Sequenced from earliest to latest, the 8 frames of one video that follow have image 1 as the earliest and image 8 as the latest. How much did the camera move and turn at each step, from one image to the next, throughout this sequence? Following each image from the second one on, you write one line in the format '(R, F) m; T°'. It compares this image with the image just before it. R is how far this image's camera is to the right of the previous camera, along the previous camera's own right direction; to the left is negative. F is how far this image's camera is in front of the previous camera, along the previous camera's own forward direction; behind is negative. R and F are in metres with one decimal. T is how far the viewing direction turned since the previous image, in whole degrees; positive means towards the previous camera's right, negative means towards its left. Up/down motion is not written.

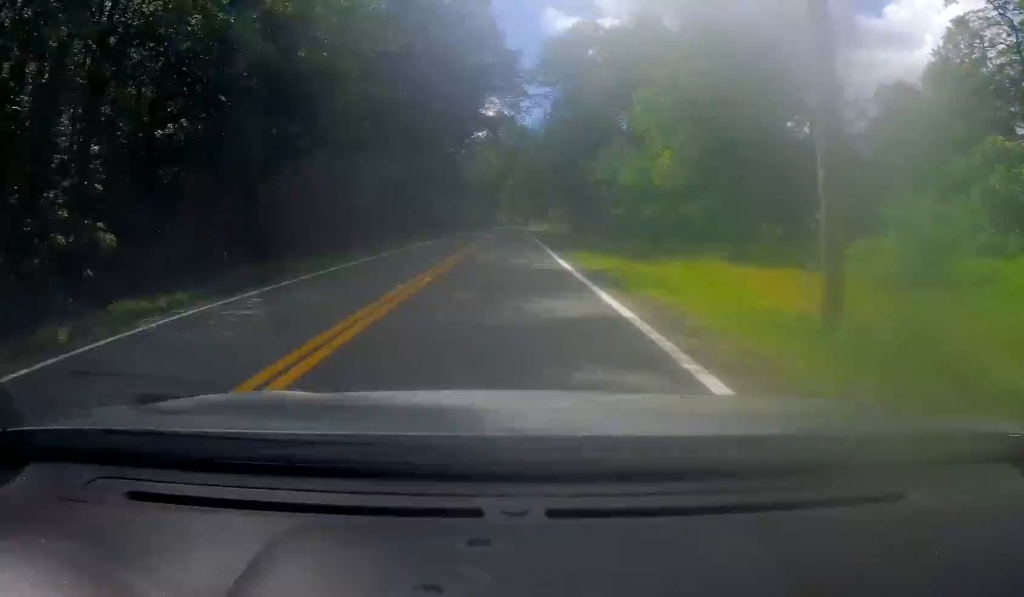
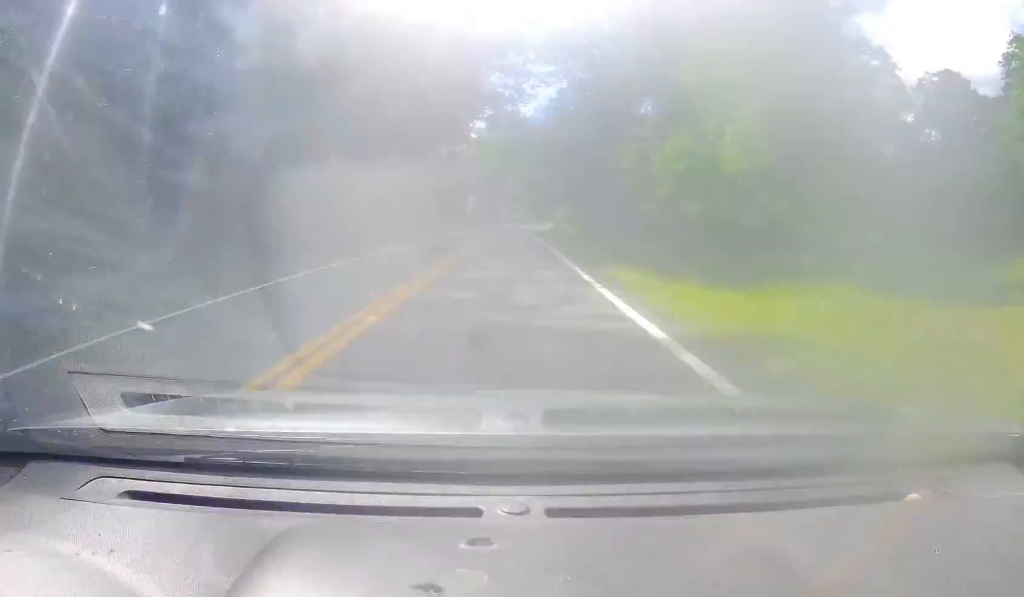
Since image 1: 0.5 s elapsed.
(+0.2, +10.4) m; -1°
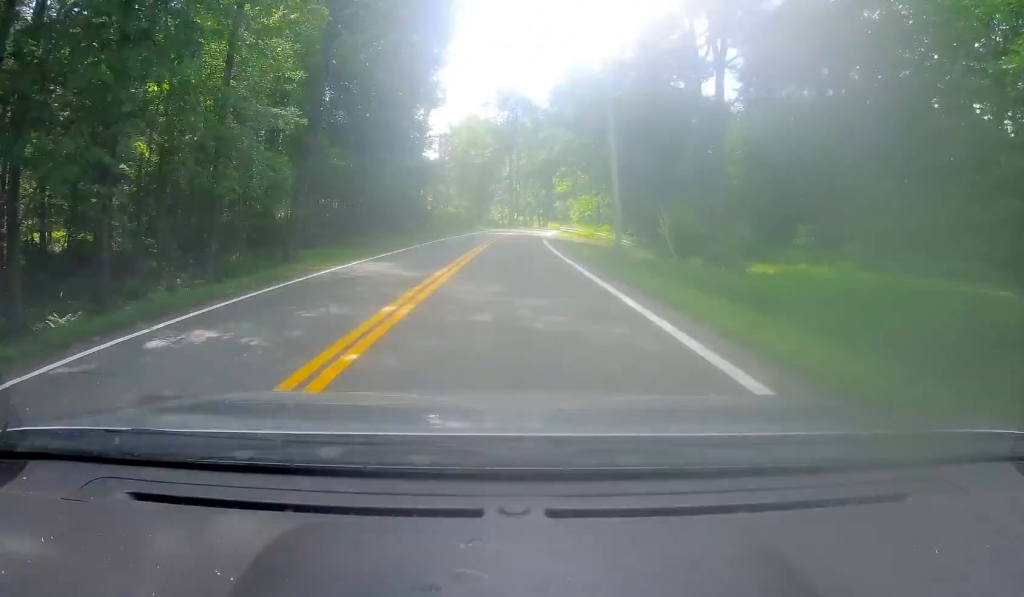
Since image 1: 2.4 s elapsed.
(0.0, +35.7) m; +2°
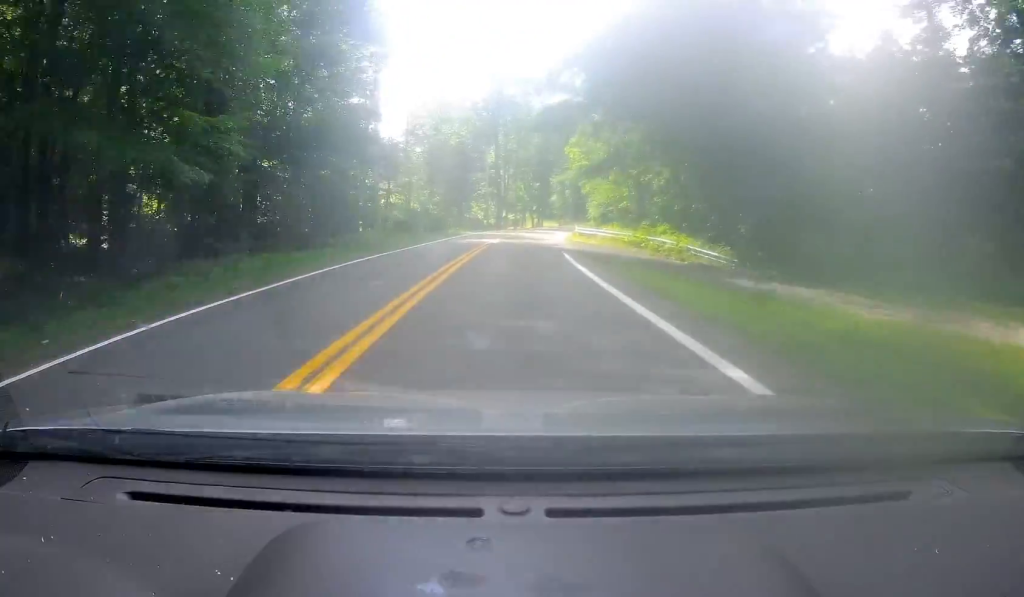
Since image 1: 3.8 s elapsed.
(+0.2, +25.8) m; -2°
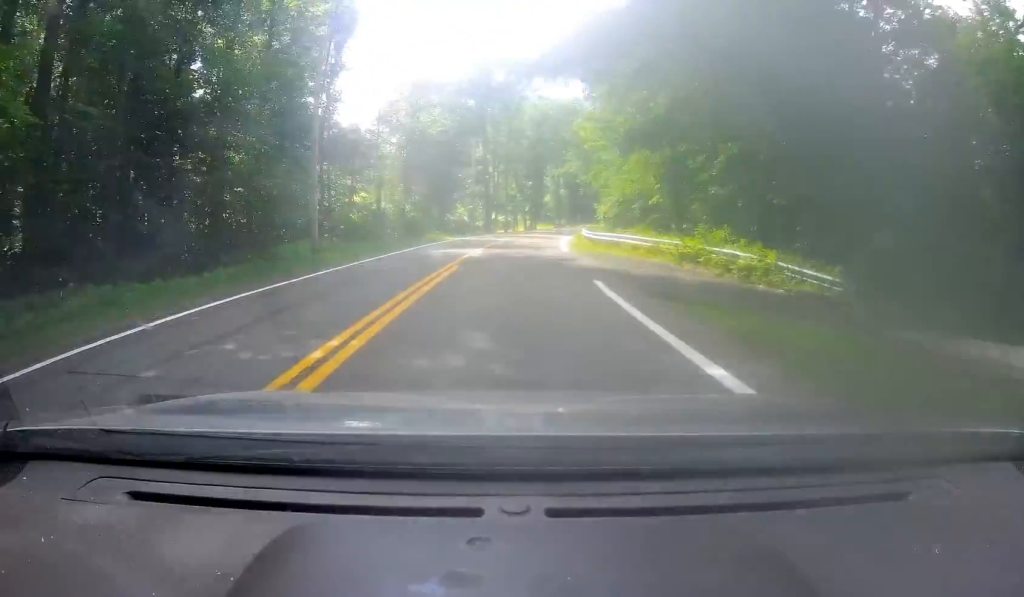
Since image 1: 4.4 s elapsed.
(-0.5, +11.4) m; 0°
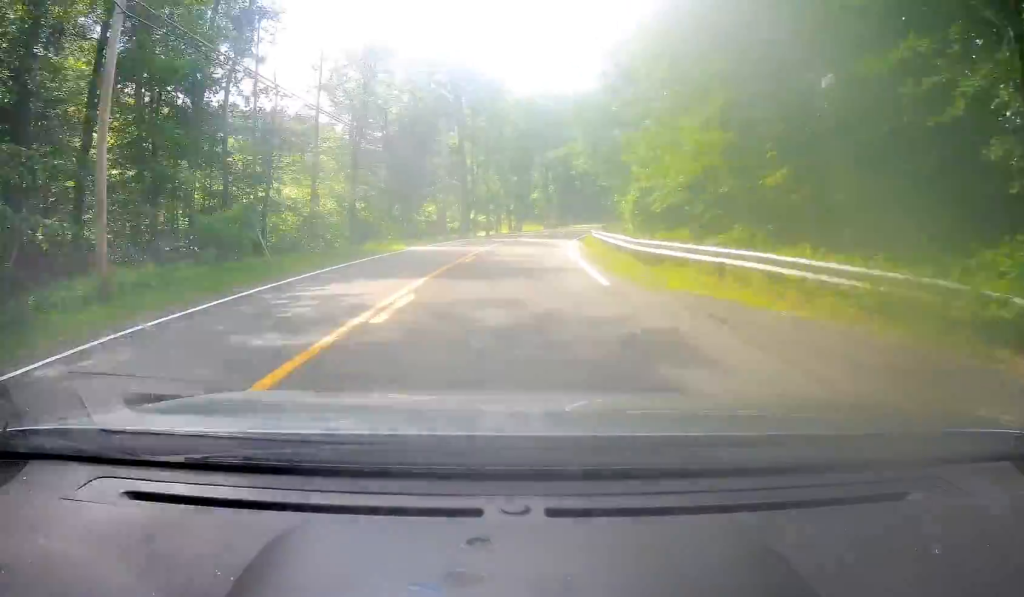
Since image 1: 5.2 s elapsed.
(+0.1, +15.2) m; +2°
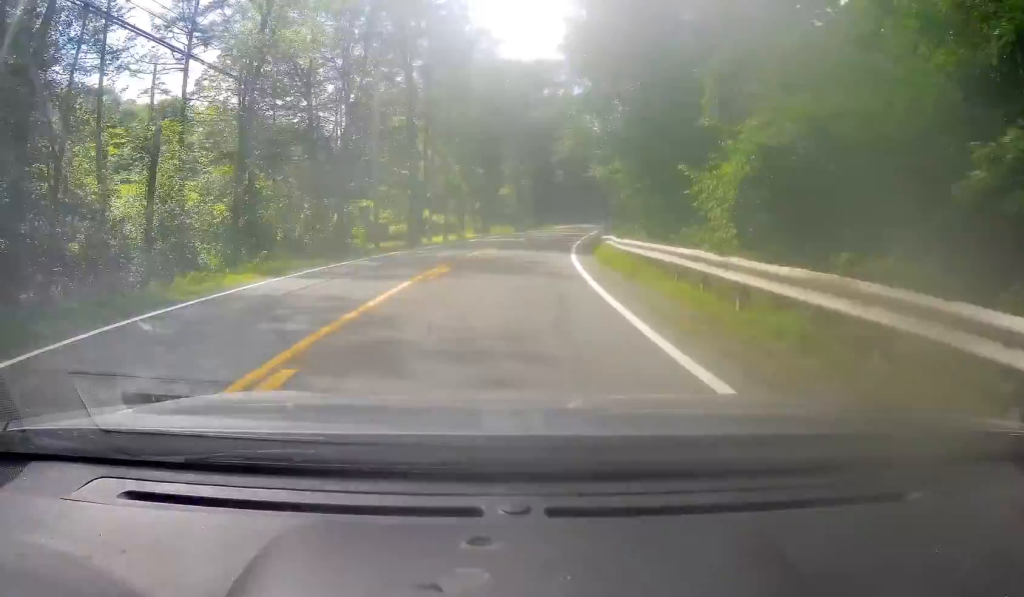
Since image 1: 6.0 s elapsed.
(+0.6, +16.7) m; +3°
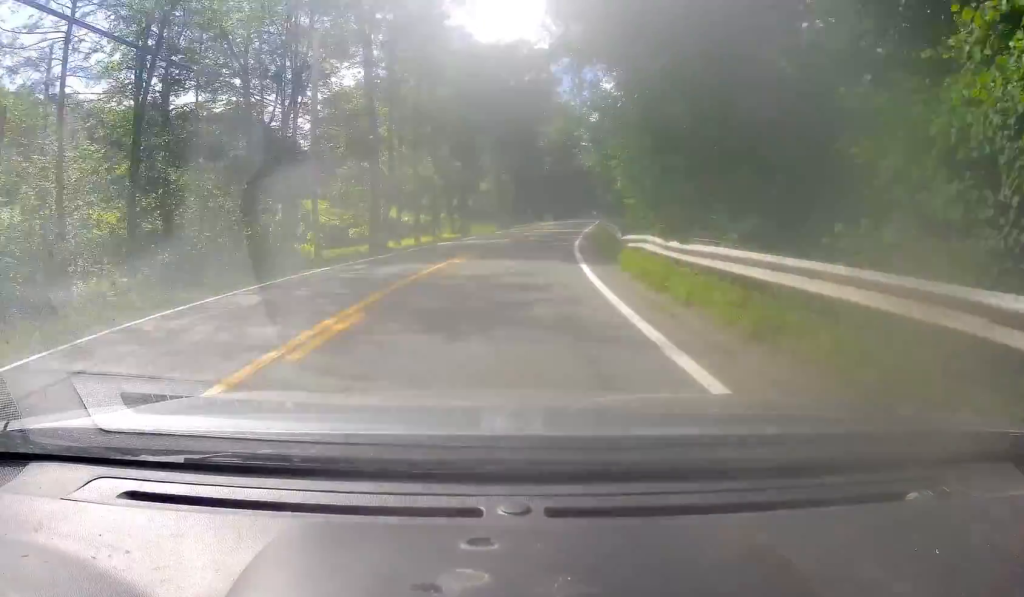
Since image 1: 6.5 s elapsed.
(+0.2, +8.5) m; +1°
